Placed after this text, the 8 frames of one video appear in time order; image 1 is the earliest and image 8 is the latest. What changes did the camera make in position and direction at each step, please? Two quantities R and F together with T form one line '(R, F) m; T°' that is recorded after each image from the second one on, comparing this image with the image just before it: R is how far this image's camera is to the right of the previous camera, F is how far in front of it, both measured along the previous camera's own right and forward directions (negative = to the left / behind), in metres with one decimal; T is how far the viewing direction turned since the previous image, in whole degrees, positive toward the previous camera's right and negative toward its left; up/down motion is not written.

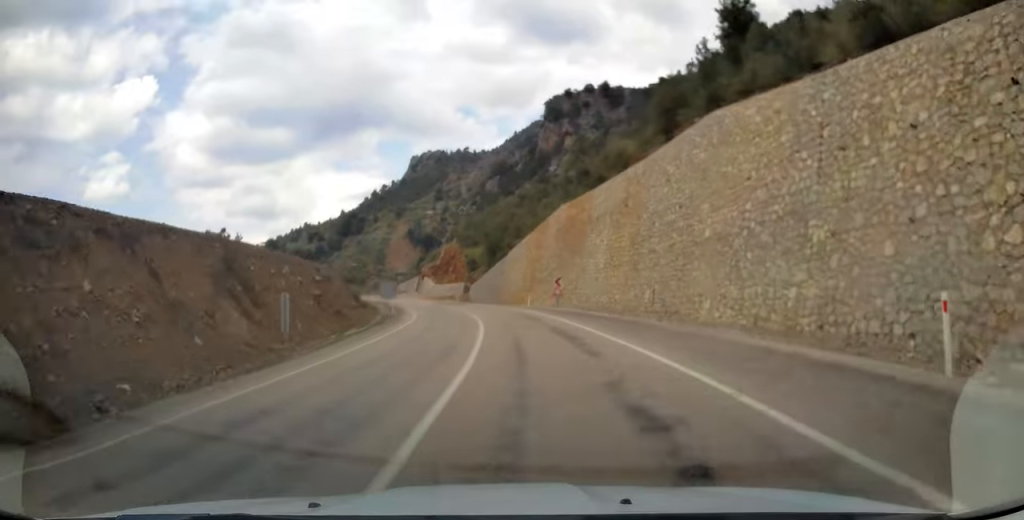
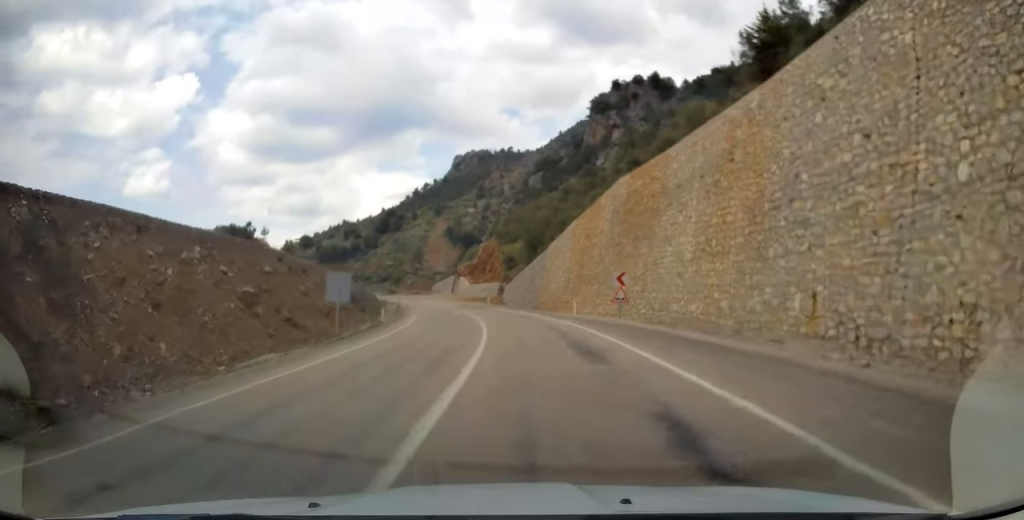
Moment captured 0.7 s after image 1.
(-0.5, +14.7) m; -4°
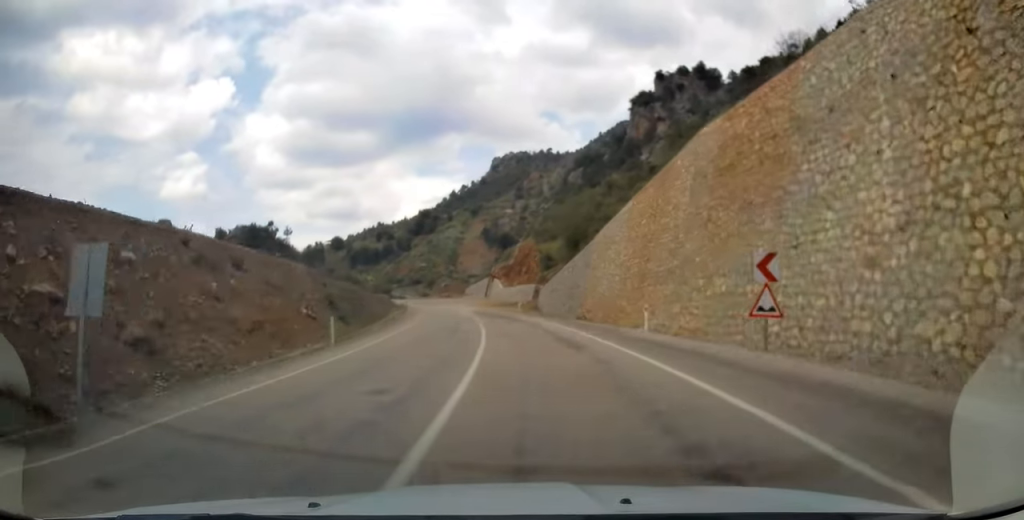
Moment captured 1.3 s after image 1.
(-0.4, +14.1) m; -3°
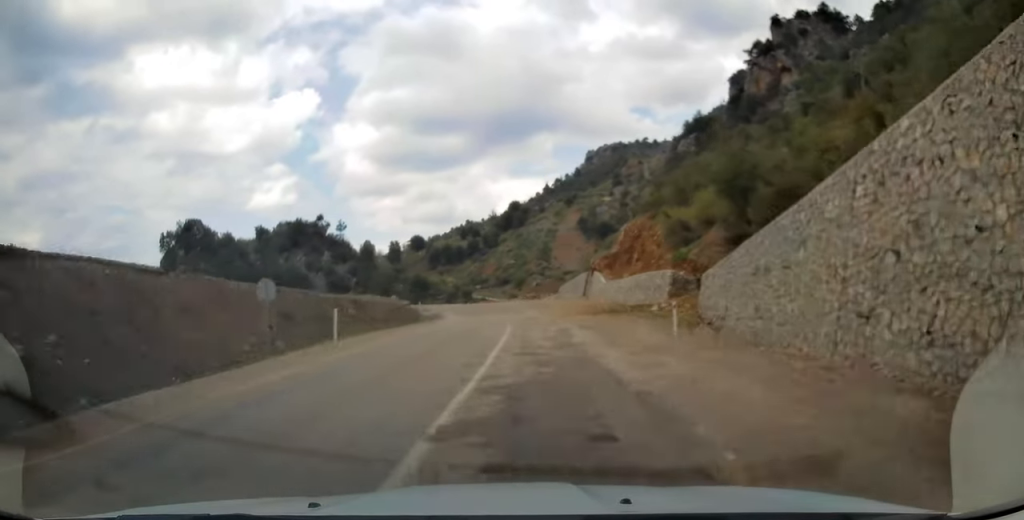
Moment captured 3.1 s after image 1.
(-3.4, +39.7) m; -9°
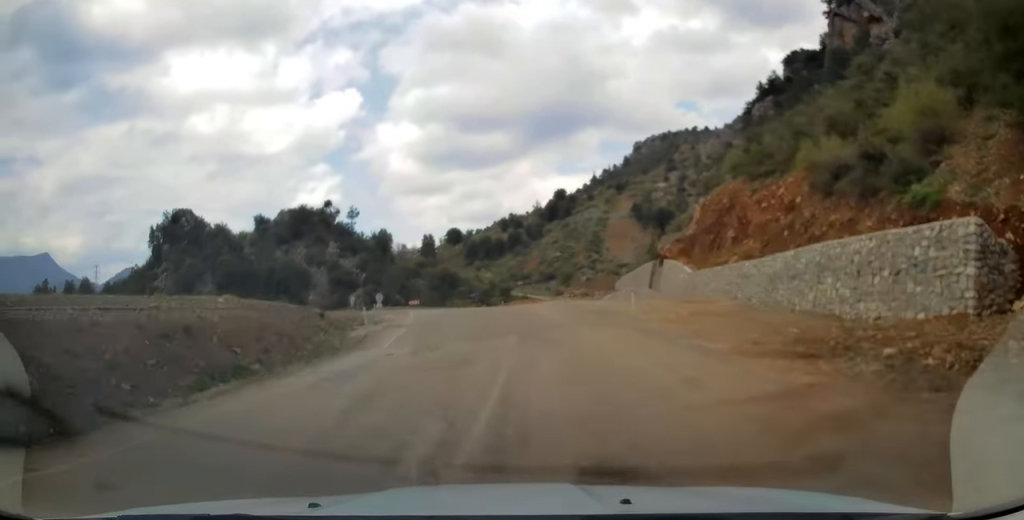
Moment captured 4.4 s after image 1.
(-1.5, +29.7) m; -7°
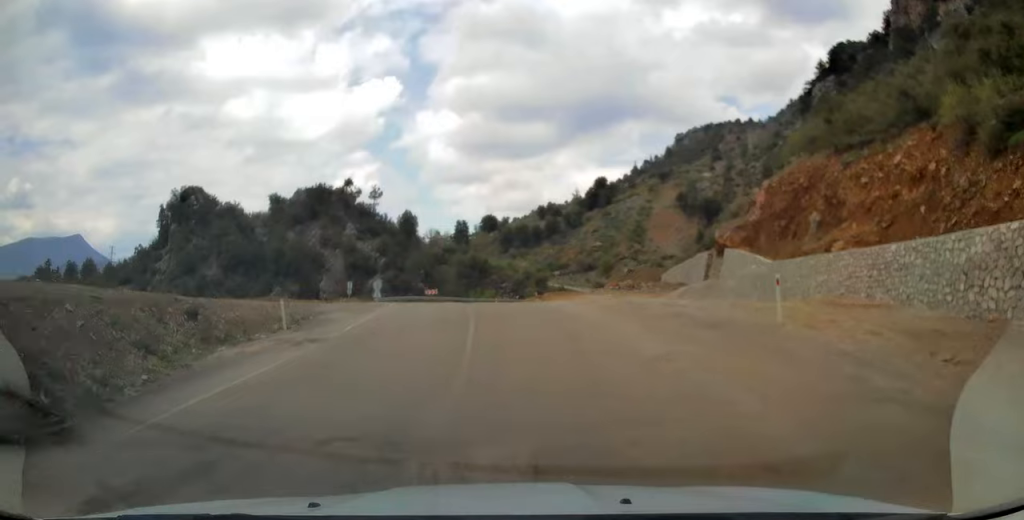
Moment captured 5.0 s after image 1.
(-0.6, +13.5) m; -4°
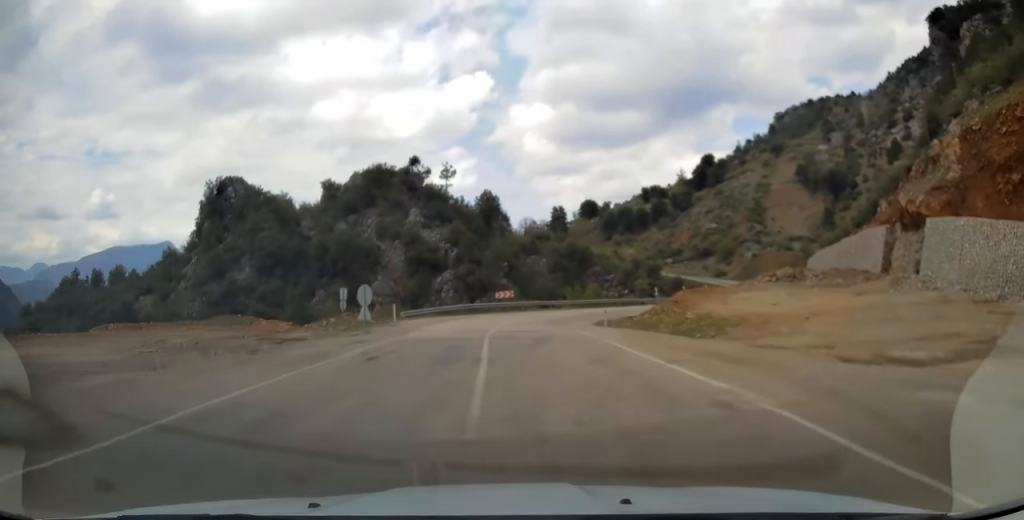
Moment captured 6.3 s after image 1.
(-2.4, +27.7) m; -10°
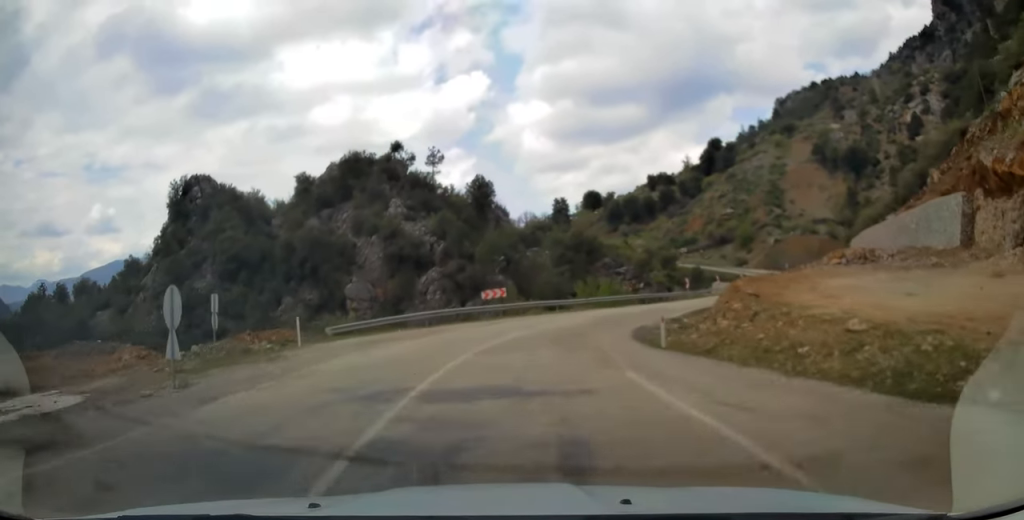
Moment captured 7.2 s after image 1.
(-0.7, +15.0) m; -1°
